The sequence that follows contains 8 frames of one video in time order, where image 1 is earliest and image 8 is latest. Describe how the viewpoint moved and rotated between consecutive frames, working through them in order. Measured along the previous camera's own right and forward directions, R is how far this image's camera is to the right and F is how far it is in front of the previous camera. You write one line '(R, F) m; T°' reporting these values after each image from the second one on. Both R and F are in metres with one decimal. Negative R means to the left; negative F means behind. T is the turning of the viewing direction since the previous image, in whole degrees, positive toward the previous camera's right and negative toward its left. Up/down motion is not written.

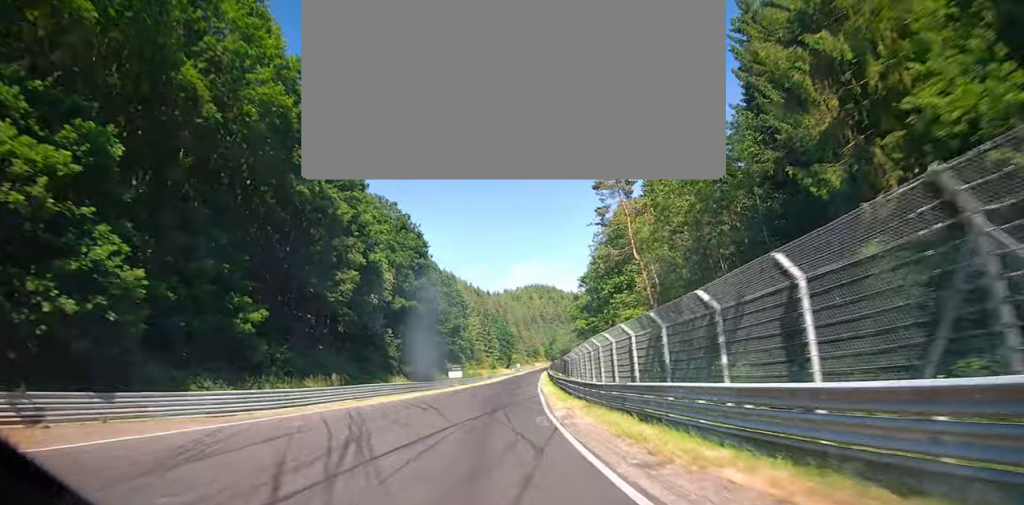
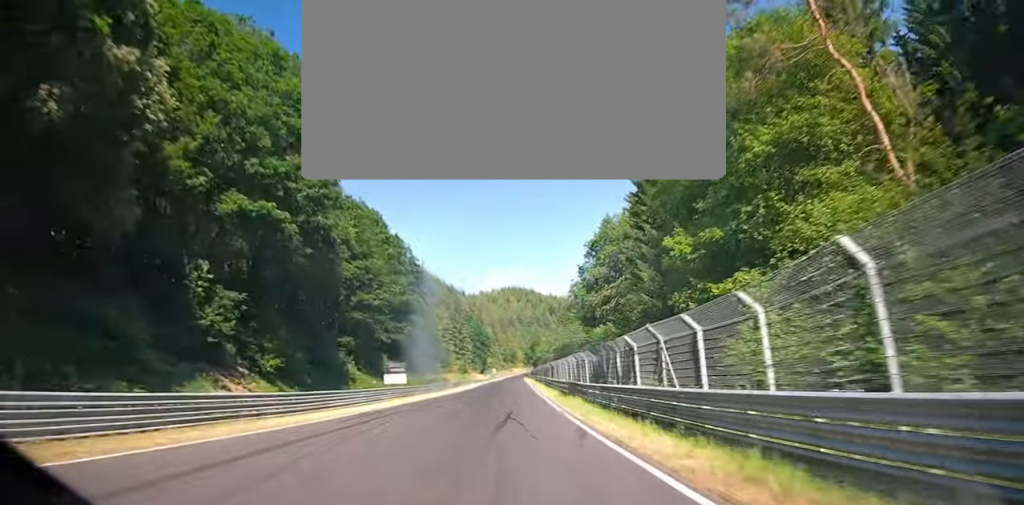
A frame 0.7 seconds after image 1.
(+1.0, +34.8) m; +3°
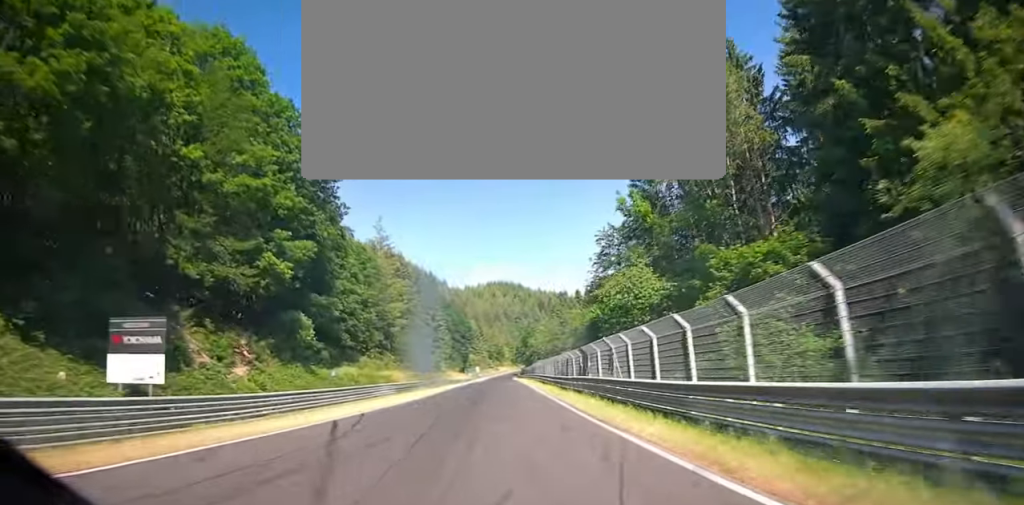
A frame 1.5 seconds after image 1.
(+0.8, +38.8) m; +2°
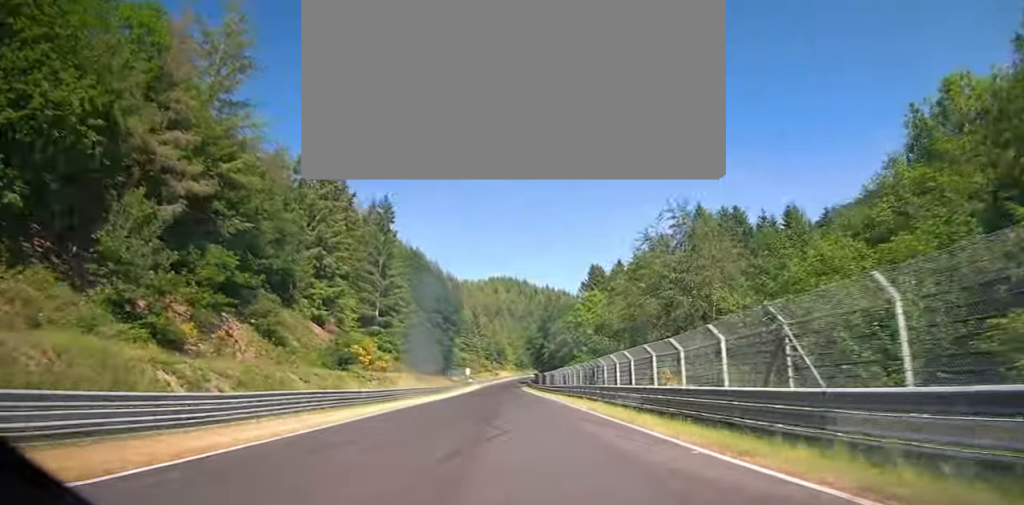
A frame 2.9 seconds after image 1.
(+1.1, +65.7) m; +1°
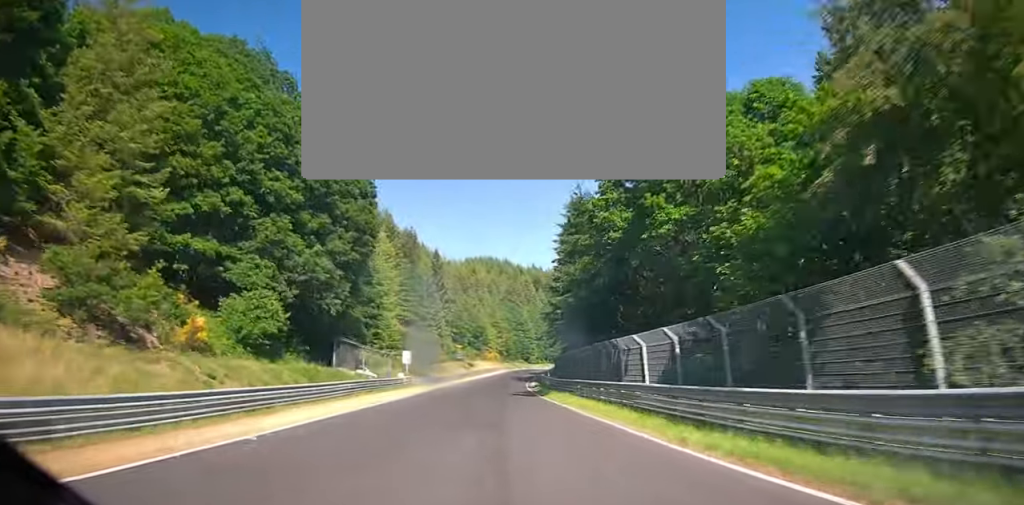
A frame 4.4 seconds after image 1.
(+0.6, +77.8) m; +3°
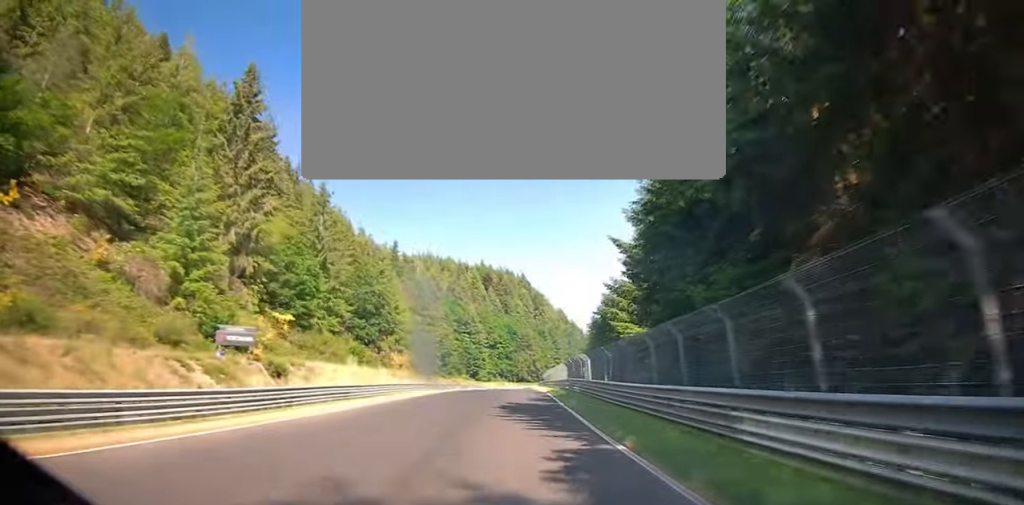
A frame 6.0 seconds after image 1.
(+4.9, +78.0) m; +6°
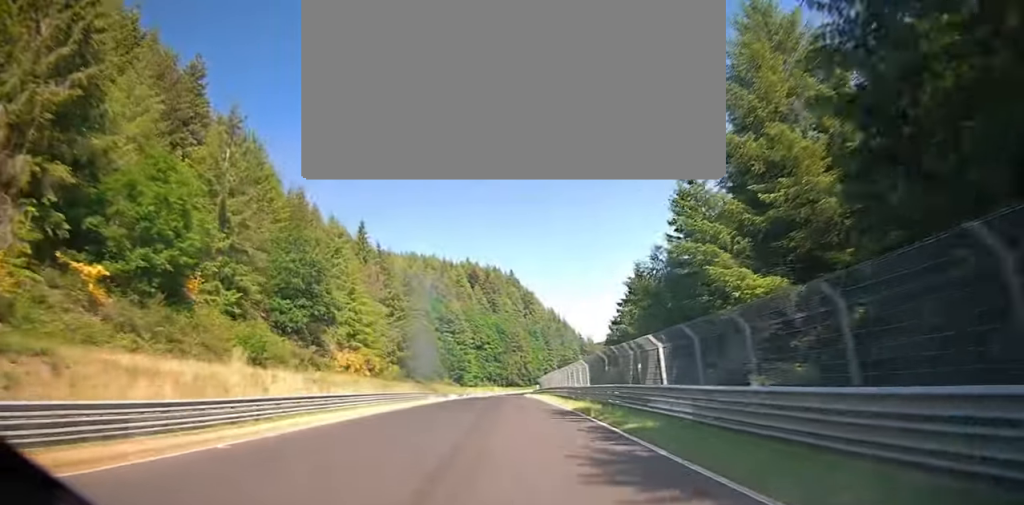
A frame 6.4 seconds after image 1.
(+0.3, +20.2) m; +1°
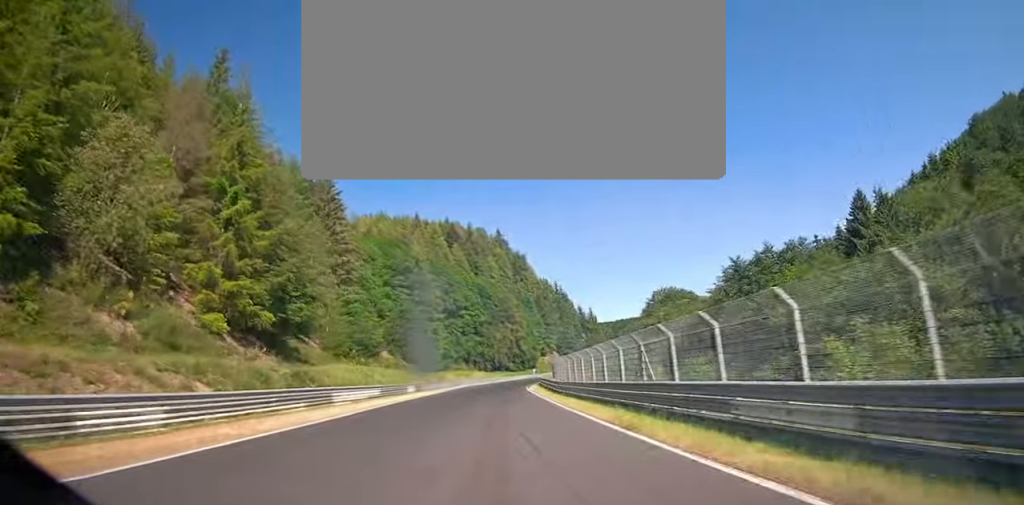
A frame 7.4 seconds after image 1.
(+0.6, +54.1) m; +2°
